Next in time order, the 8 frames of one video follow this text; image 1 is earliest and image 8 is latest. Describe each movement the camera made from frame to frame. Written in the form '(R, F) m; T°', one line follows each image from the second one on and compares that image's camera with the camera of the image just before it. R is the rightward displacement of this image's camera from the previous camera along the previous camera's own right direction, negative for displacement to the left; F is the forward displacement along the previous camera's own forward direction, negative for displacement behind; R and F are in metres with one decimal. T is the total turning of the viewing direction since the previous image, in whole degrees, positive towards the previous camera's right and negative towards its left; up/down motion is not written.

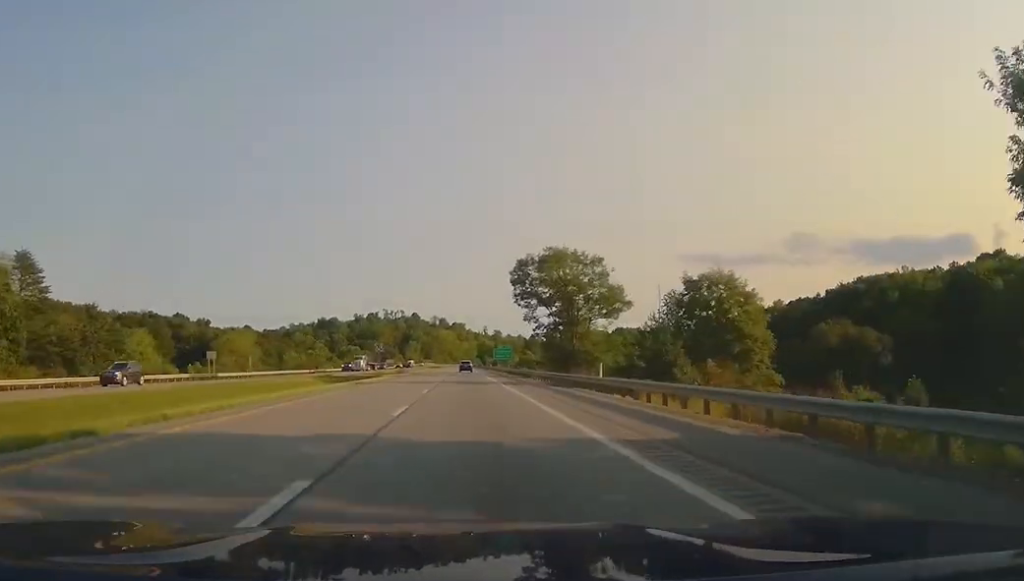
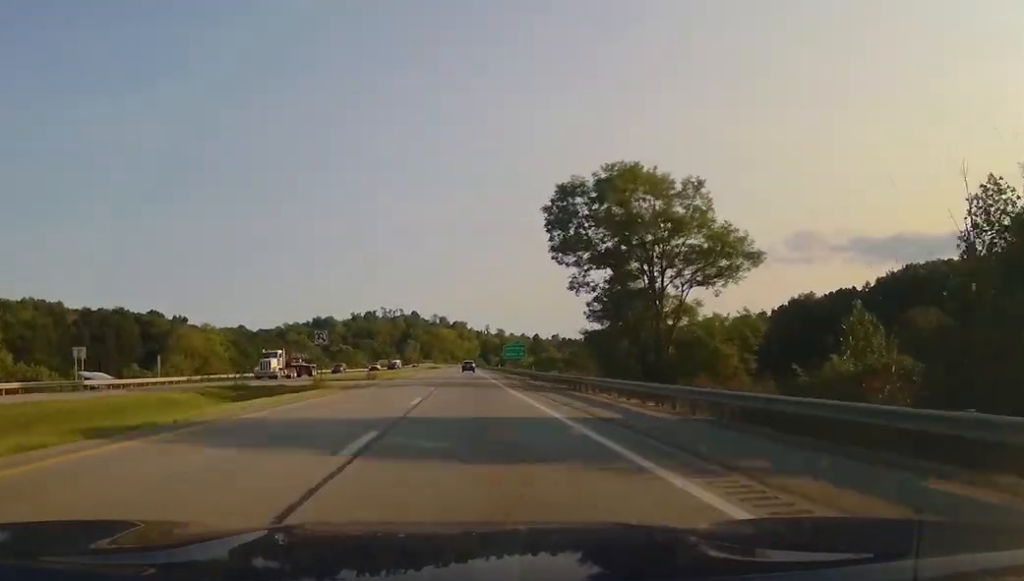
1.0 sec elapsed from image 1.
(-0.1, +31.3) m; 0°
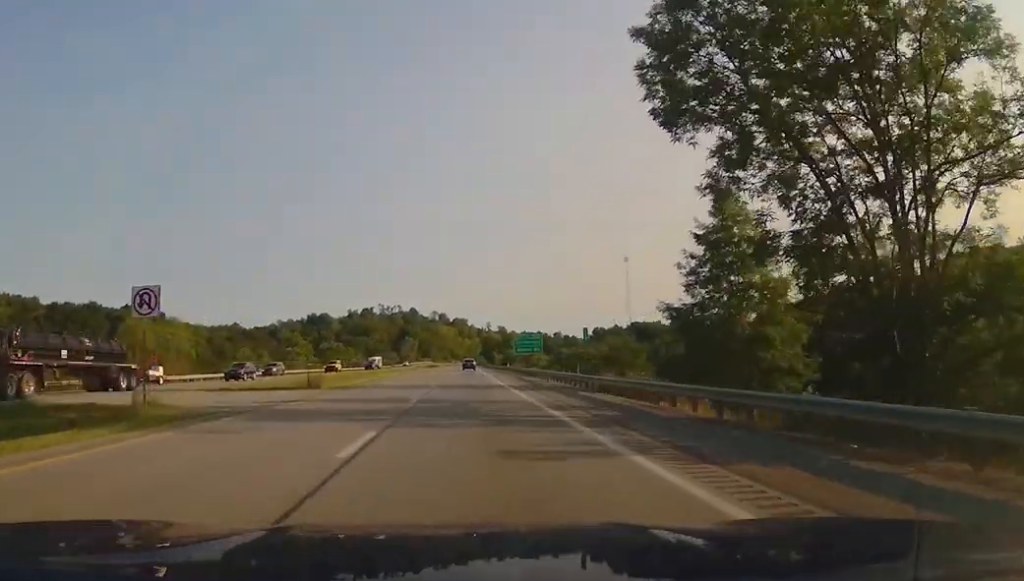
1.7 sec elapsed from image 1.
(0.0, +24.7) m; 0°
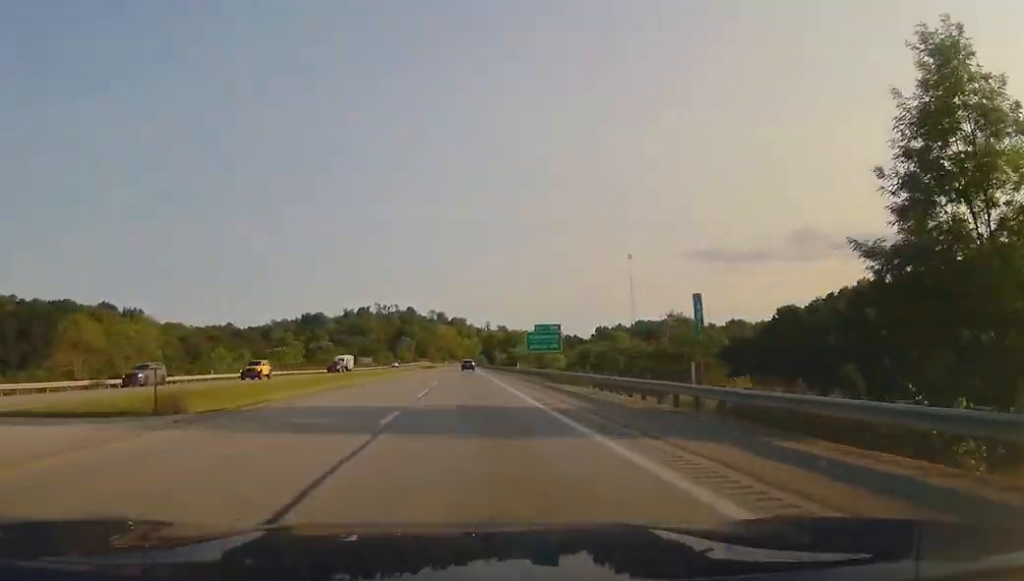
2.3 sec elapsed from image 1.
(+0.2, +19.3) m; 0°
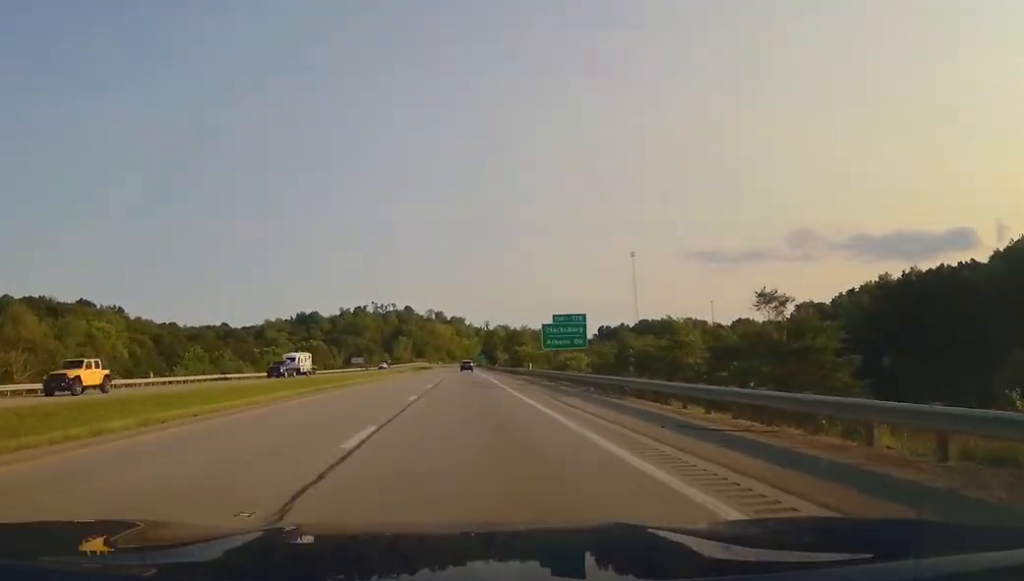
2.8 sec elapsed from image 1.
(-0.2, +16.1) m; 0°
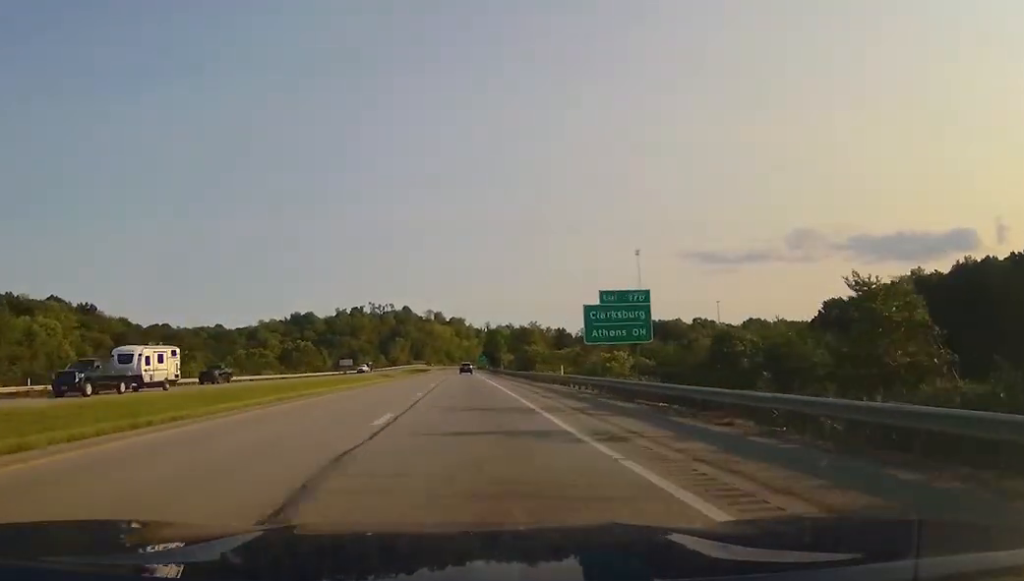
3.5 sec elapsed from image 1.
(-0.2, +20.4) m; -1°
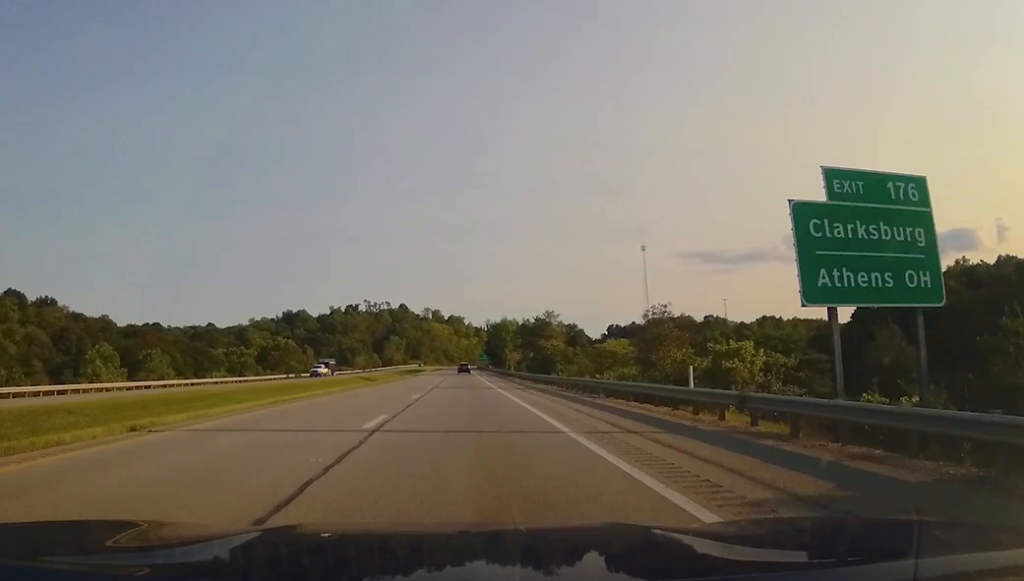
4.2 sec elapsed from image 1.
(0.0, +24.9) m; 0°
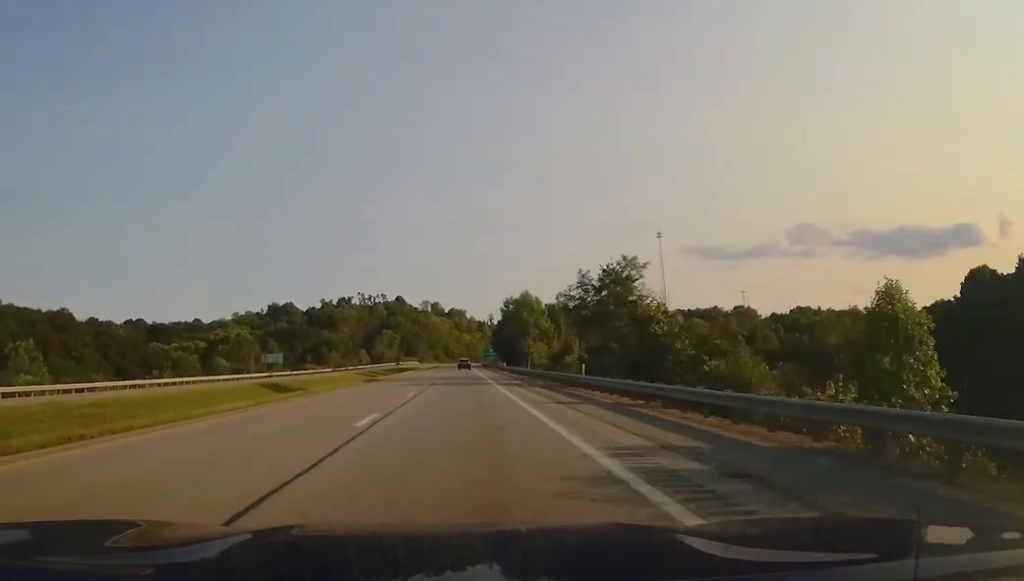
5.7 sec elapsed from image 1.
(+0.4, +48.8) m; +1°
